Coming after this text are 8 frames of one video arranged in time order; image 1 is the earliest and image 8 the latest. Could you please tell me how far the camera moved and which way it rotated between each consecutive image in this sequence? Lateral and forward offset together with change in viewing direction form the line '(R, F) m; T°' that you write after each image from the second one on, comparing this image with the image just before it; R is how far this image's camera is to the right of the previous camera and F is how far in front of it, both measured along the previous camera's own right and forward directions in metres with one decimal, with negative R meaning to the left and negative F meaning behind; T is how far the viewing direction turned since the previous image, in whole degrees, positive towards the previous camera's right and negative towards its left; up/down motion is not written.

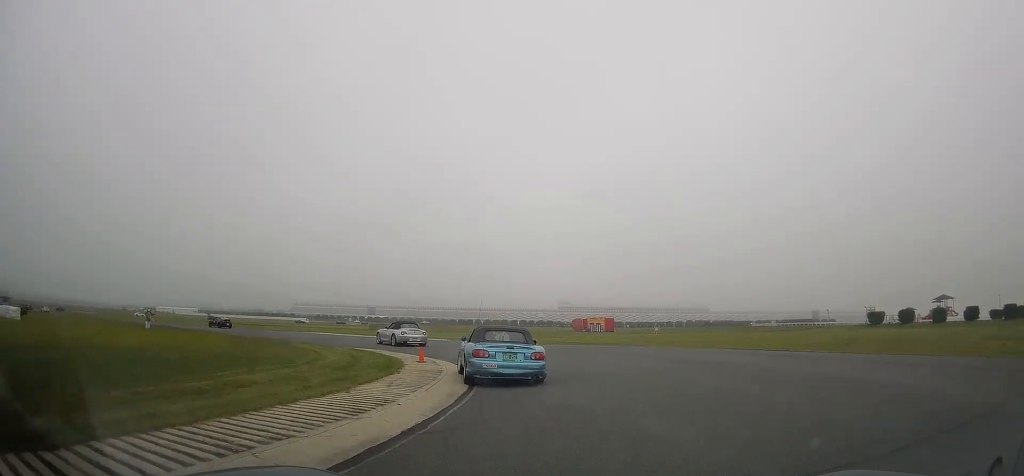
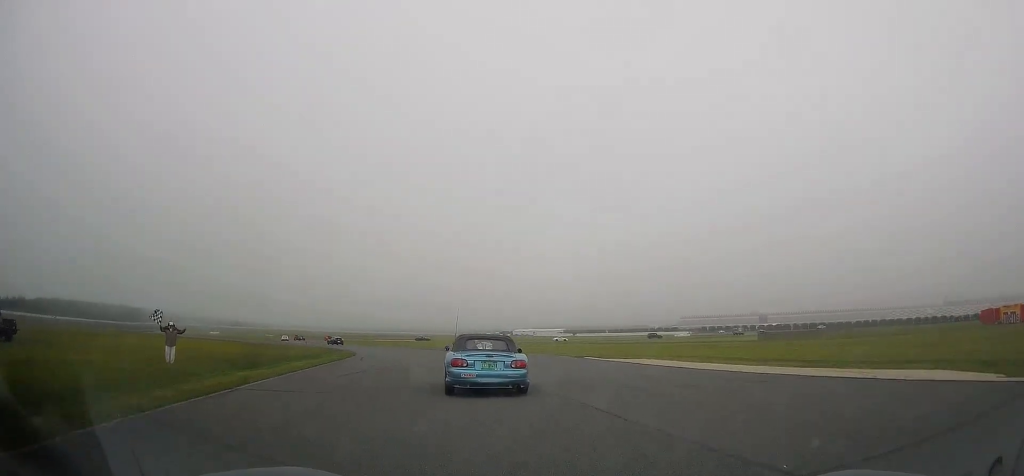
(-10.3, +30.7) m; -36°
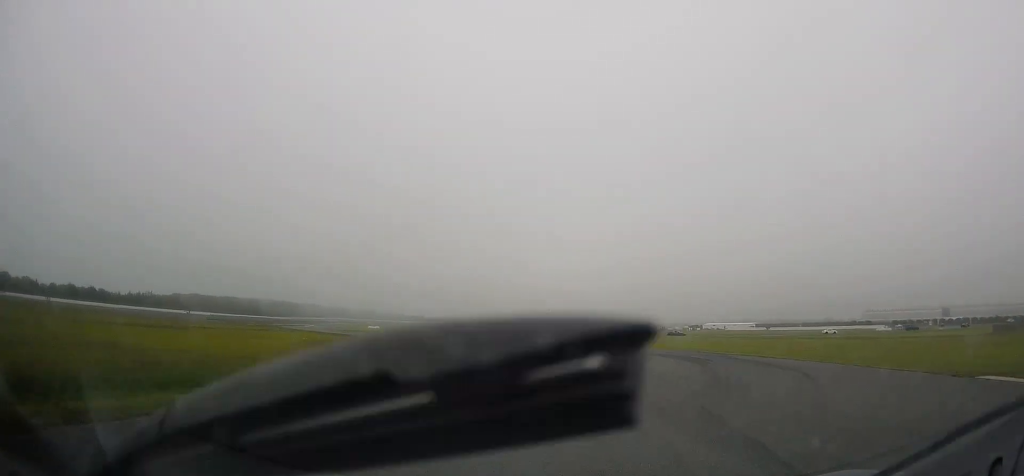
(-4.1, +22.0) m; -16°
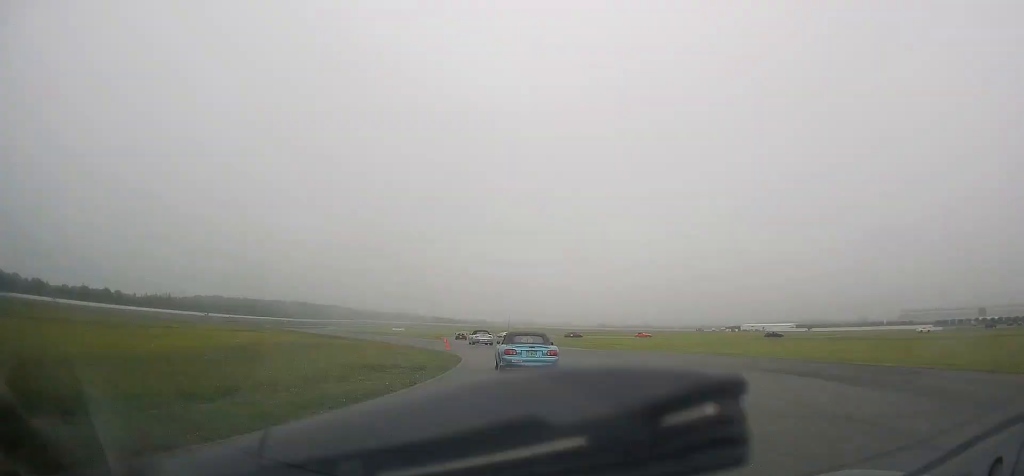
(-0.5, +14.1) m; -5°
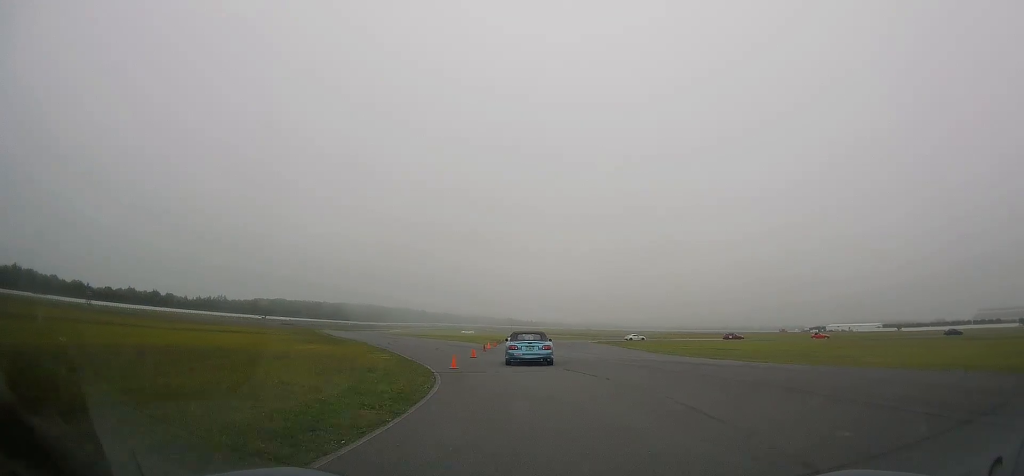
(-1.2, +18.9) m; -6°
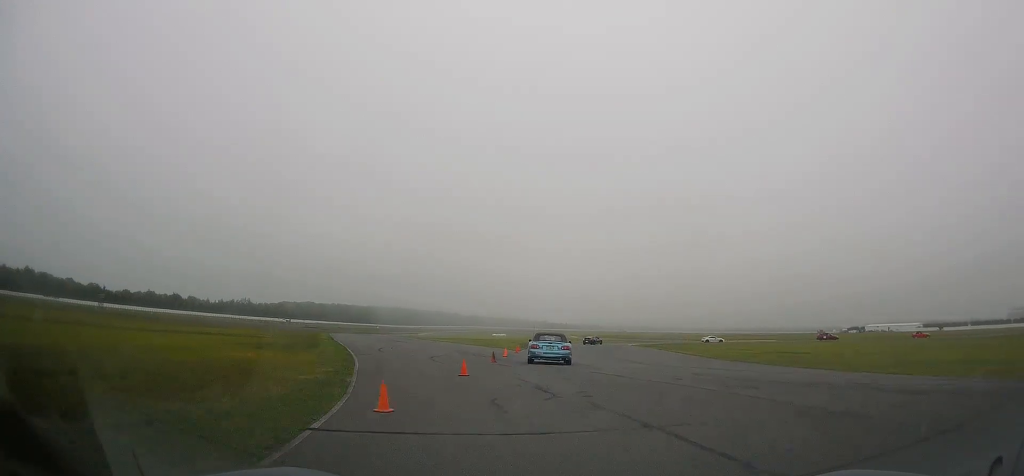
(-0.4, +10.1) m; -2°
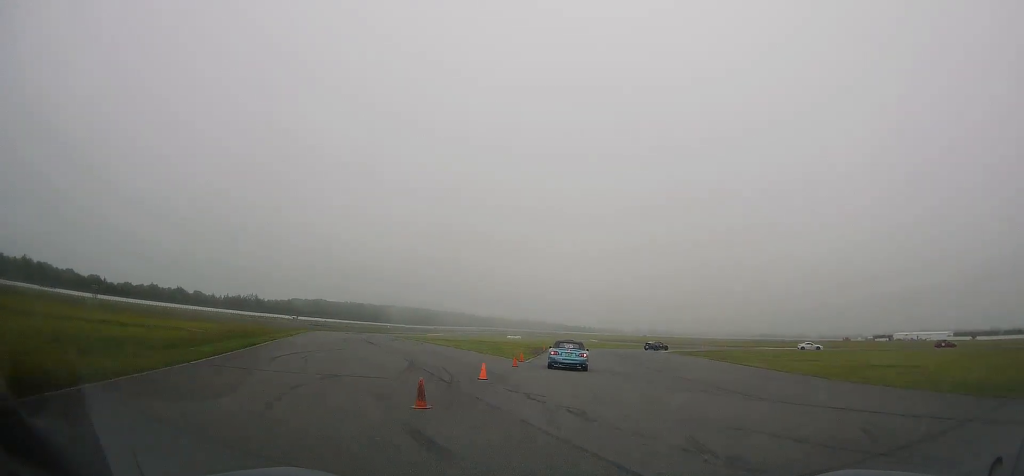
(-0.3, +14.1) m; -2°
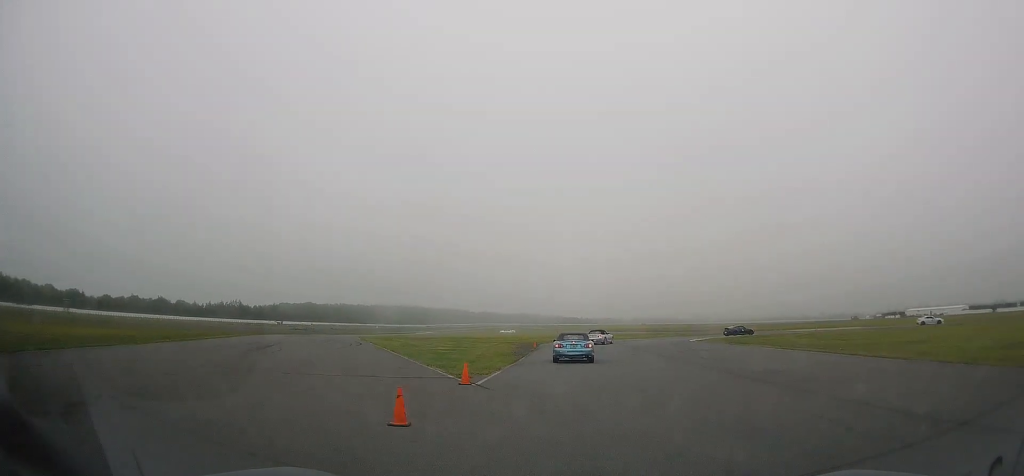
(-0.3, +16.6) m; -1°
